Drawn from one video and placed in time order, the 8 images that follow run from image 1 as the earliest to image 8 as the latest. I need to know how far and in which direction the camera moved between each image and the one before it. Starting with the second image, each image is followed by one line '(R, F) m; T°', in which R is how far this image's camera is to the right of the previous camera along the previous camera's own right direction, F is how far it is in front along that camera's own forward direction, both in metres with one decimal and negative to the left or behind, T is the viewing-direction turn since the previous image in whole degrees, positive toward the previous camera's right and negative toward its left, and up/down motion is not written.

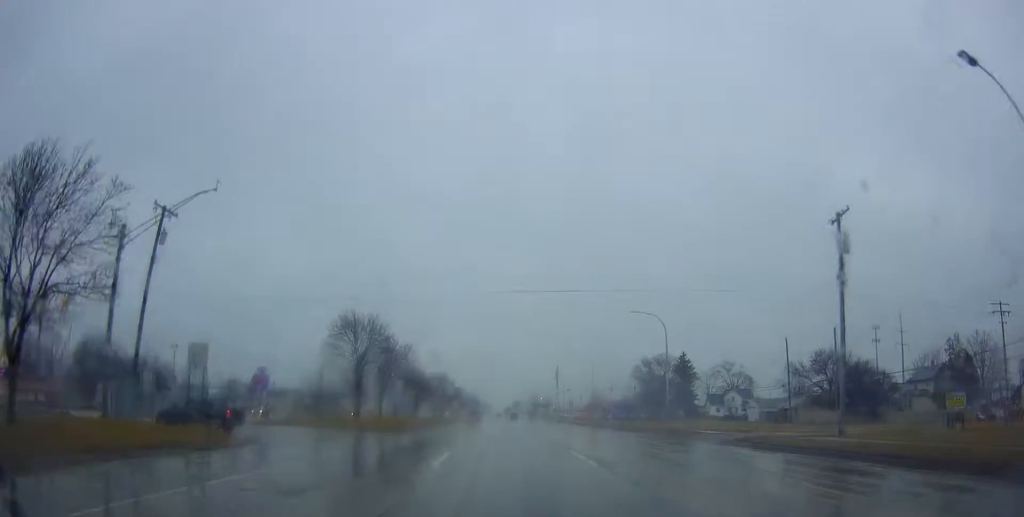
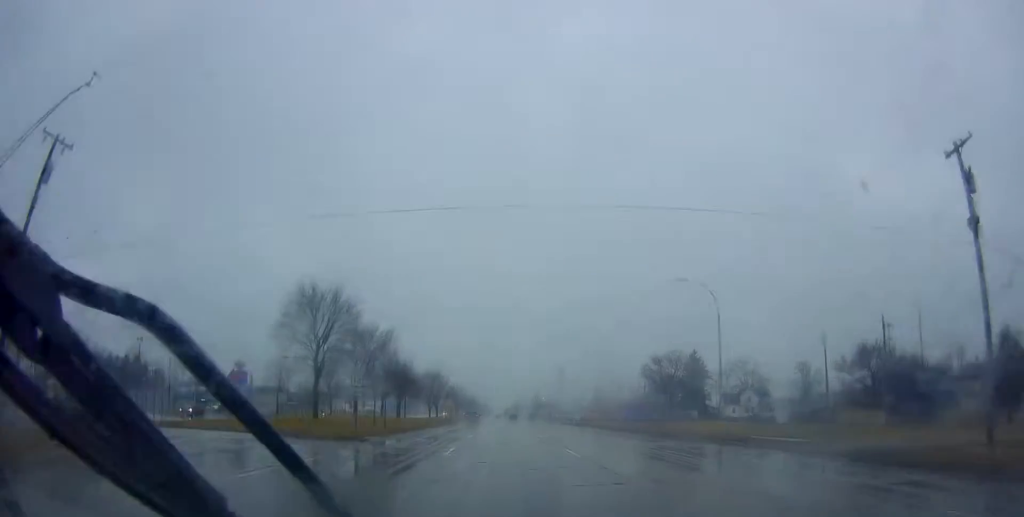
(-0.1, +11.2) m; 0°
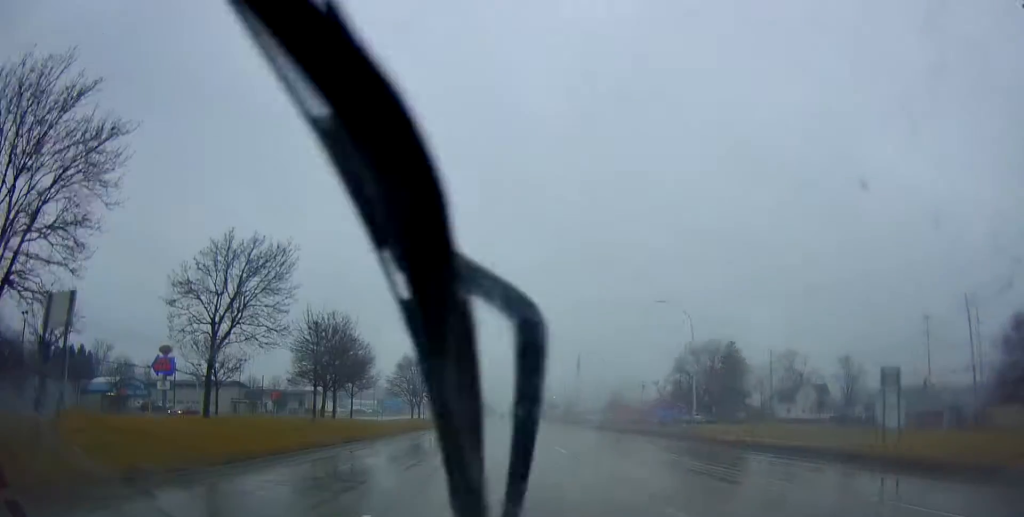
(-0.2, +28.6) m; 0°
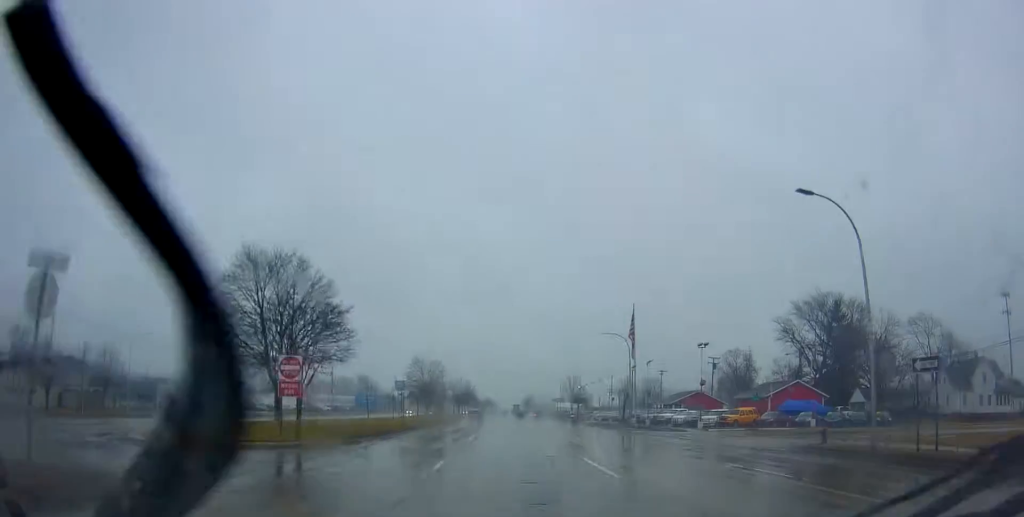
(+1.2, +54.4) m; +1°
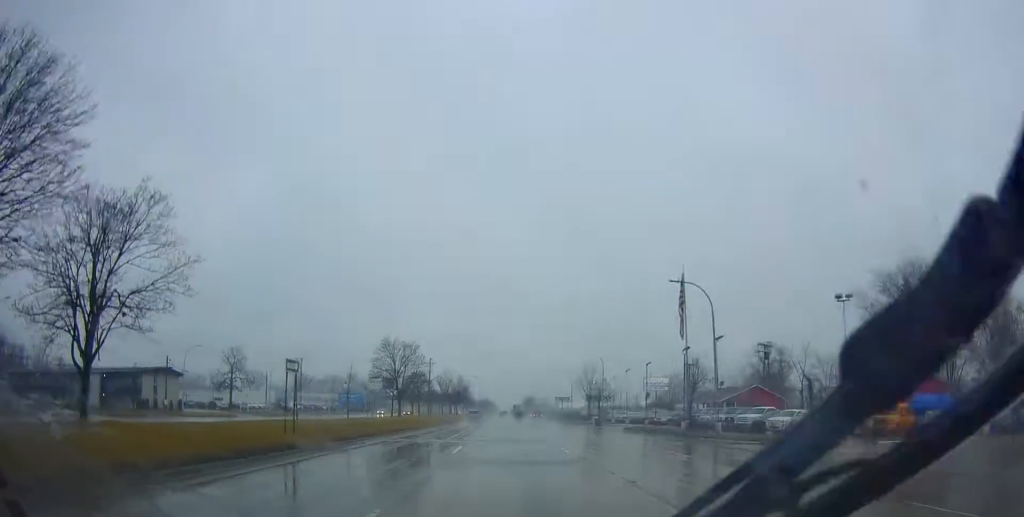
(-0.3, +23.3) m; -1°
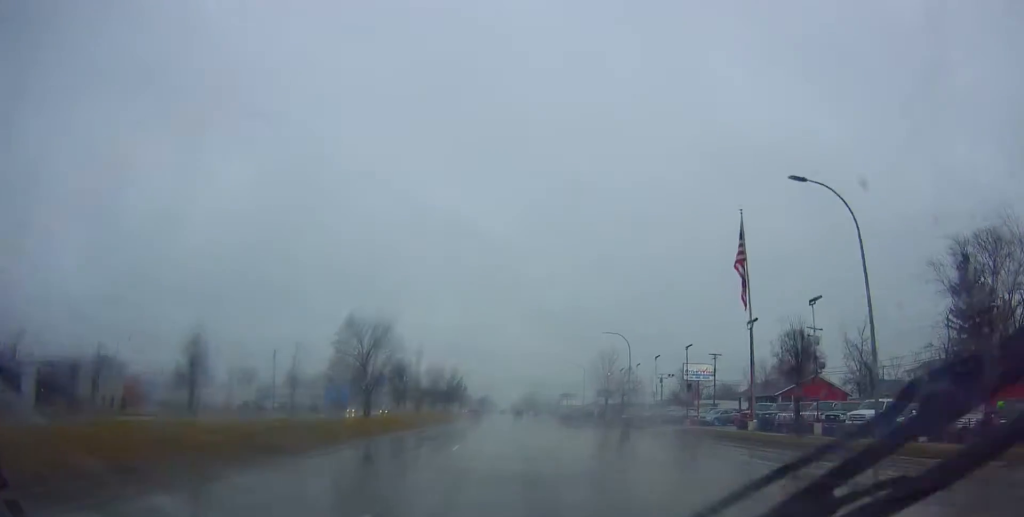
(+0.4, +15.7) m; -1°
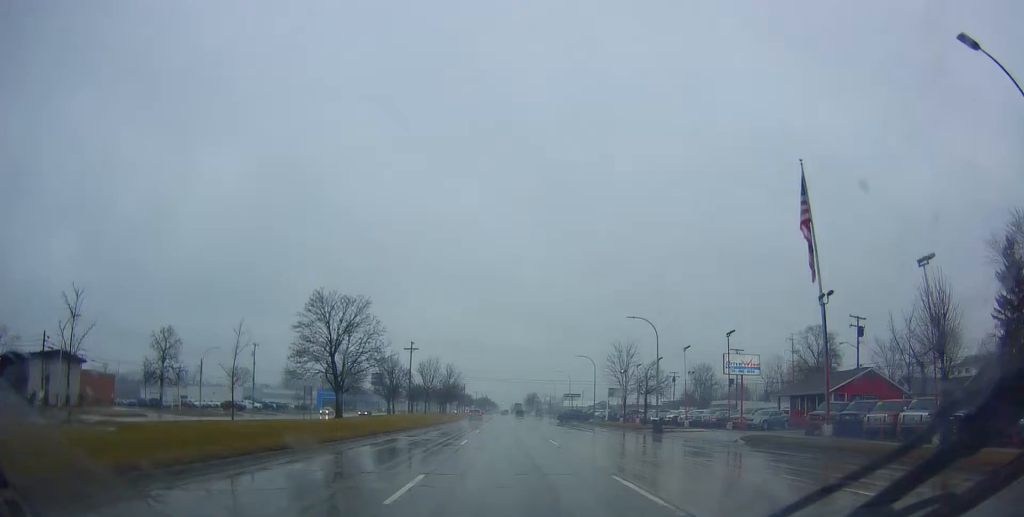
(-0.5, +10.2) m; -1°
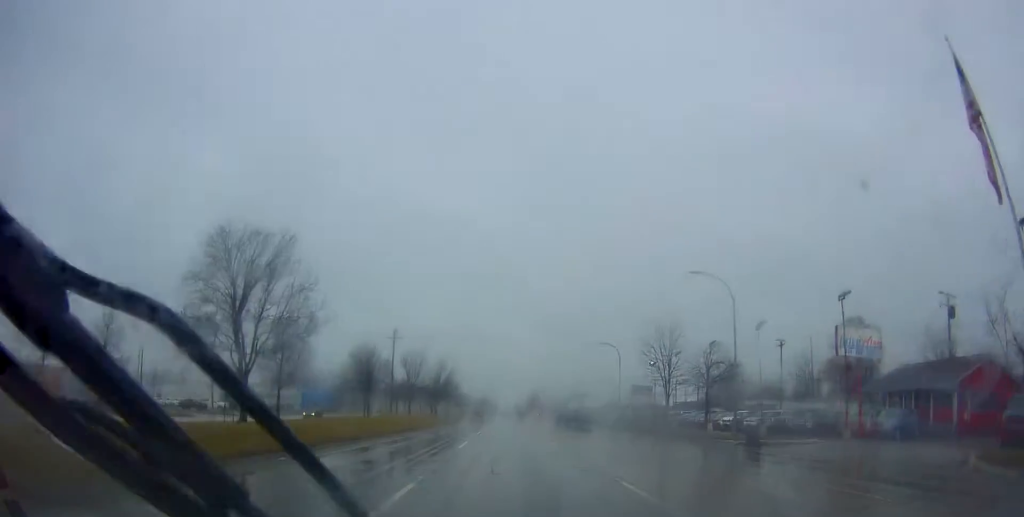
(-0.2, +16.4) m; 0°
